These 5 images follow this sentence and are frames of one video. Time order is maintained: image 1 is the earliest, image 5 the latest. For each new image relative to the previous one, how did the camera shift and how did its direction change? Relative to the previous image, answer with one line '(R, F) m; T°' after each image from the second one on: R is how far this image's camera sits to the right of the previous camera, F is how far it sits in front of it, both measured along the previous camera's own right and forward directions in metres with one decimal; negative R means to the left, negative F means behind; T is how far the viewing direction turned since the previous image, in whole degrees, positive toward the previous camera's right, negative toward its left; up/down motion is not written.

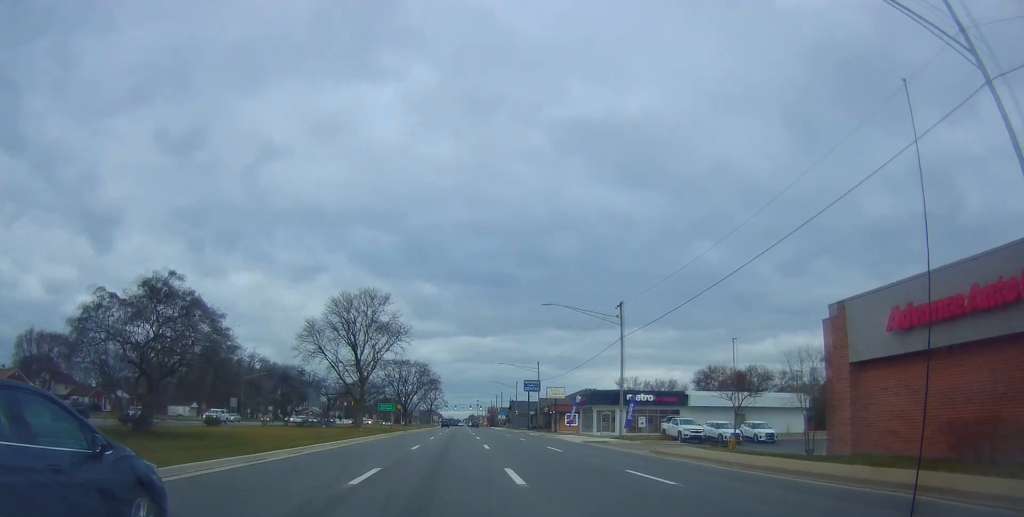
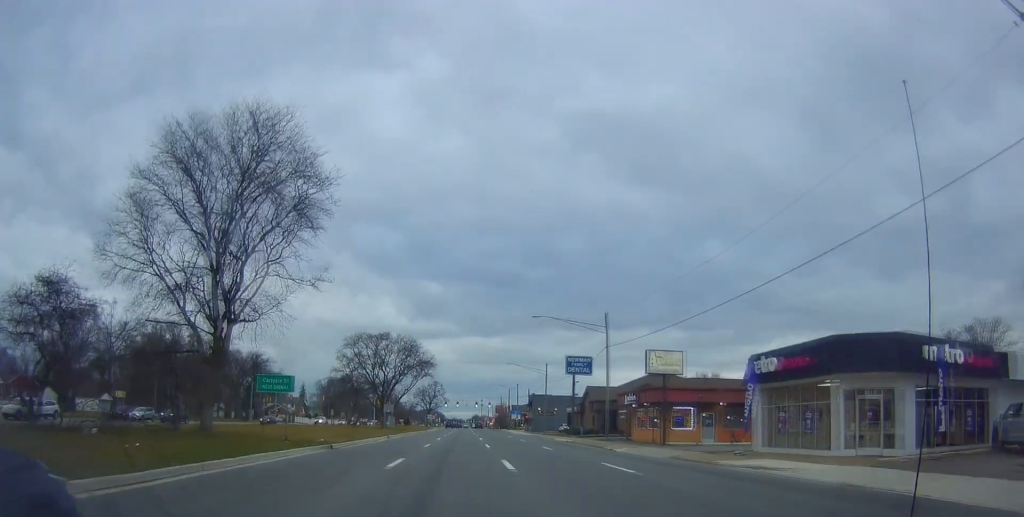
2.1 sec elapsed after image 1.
(+1.3, +41.1) m; +1°
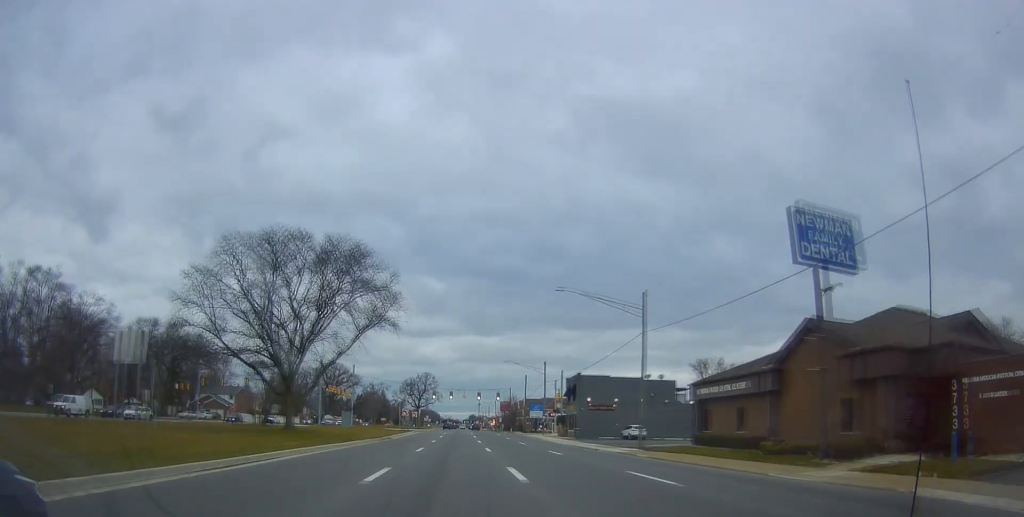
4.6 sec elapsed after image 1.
(-0.5, +49.4) m; -2°
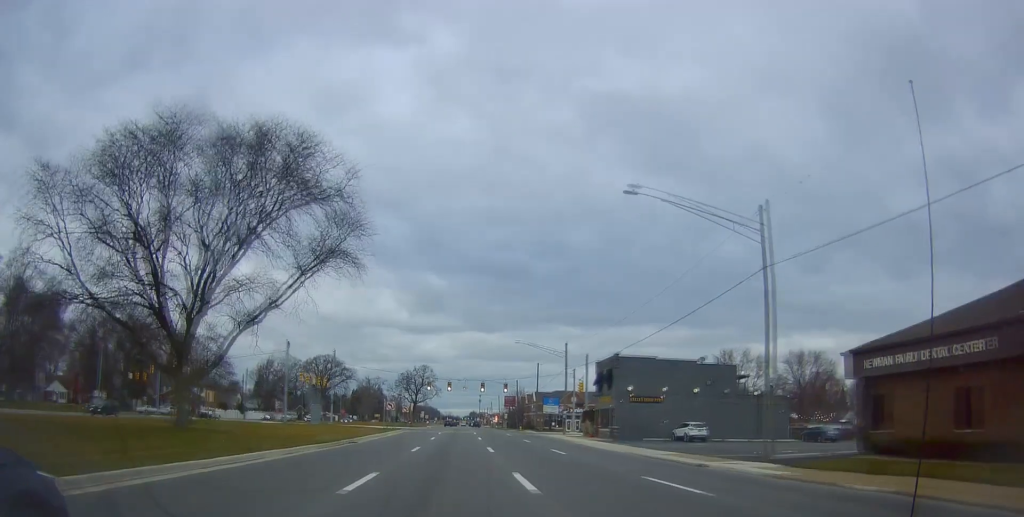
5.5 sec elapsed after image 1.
(-0.6, +17.6) m; 0°
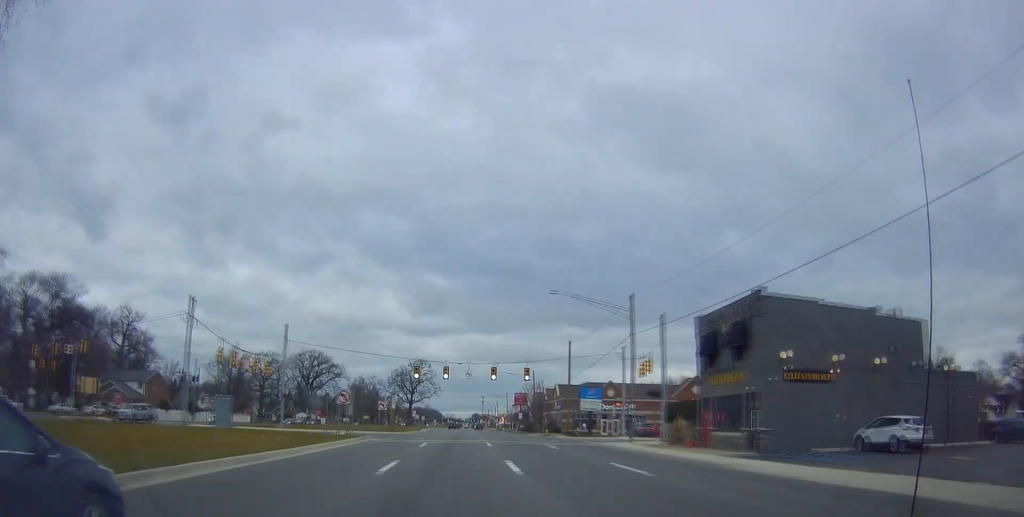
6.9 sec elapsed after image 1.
(+0.5, +27.1) m; 0°
